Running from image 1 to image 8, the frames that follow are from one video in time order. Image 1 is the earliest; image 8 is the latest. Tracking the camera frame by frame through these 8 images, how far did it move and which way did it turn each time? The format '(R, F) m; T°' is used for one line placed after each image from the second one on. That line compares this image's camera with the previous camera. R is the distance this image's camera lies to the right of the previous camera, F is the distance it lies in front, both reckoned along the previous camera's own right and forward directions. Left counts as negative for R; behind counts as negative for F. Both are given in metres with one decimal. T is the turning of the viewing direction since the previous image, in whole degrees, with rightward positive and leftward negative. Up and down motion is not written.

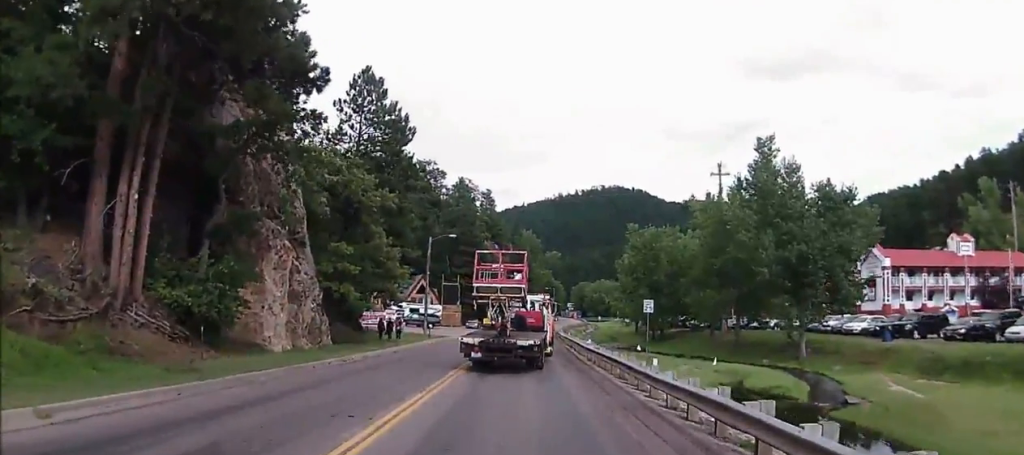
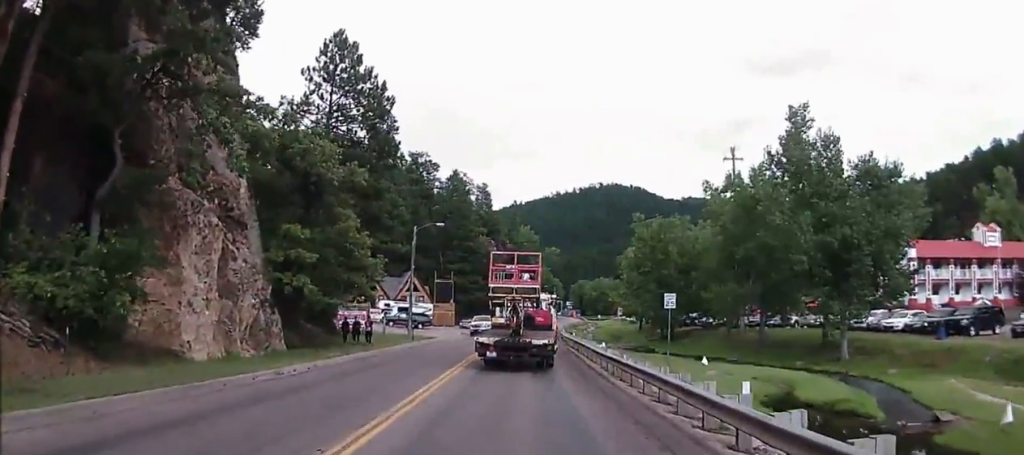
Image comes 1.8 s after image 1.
(+0.3, +7.0) m; -3°
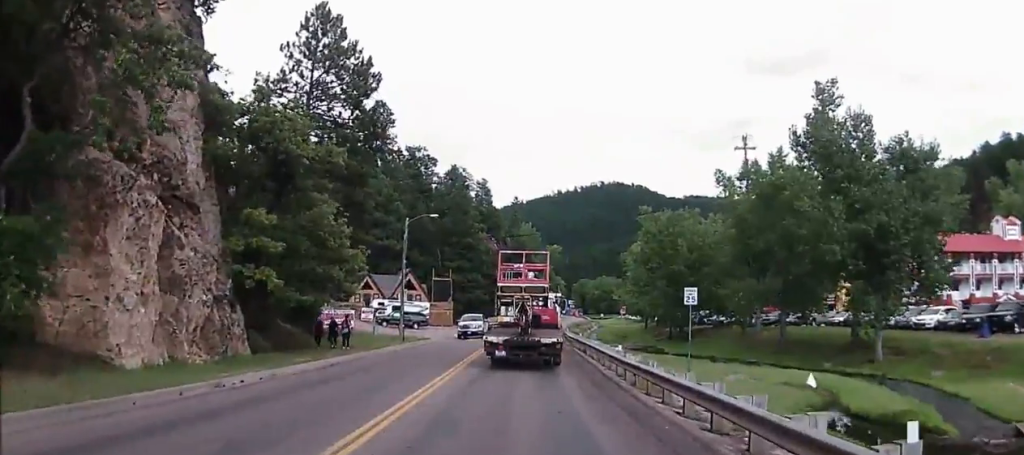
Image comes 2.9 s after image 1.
(-0.2, +4.4) m; +2°
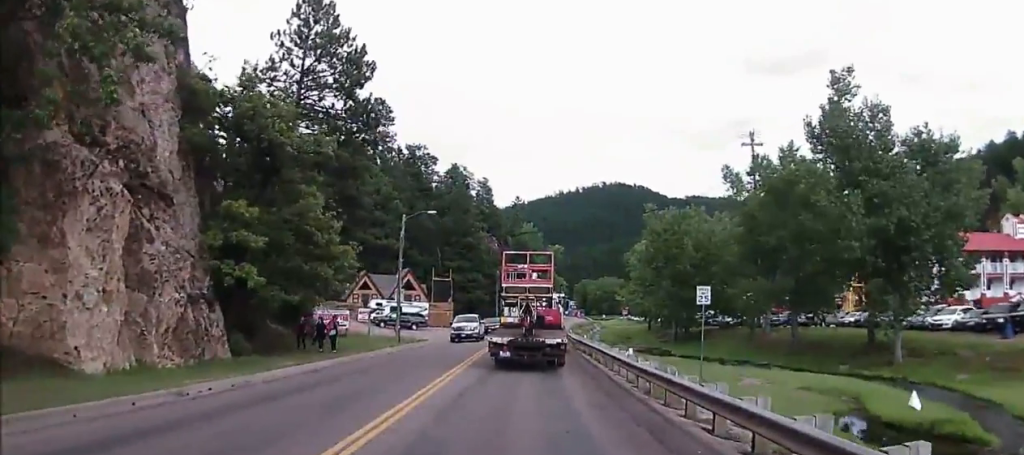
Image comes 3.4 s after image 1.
(+0.2, +2.1) m; +4°
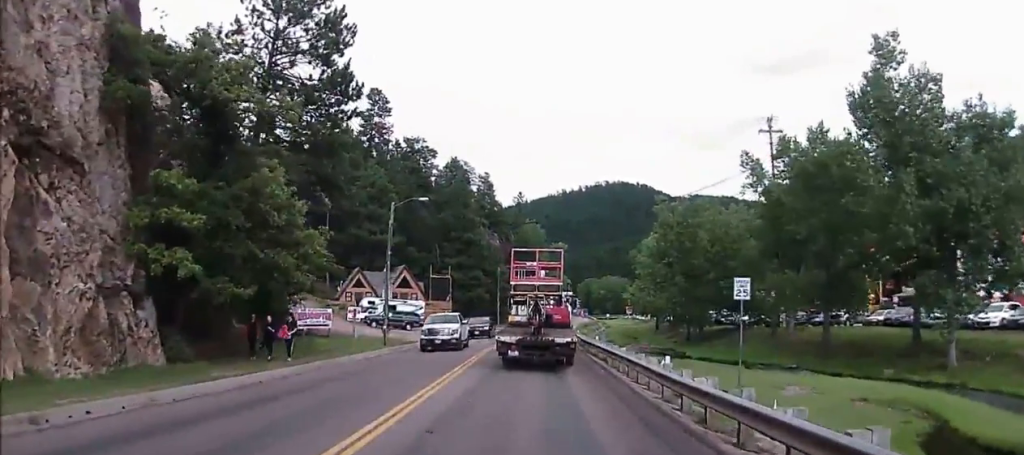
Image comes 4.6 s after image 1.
(+0.1, +5.0) m; +2°
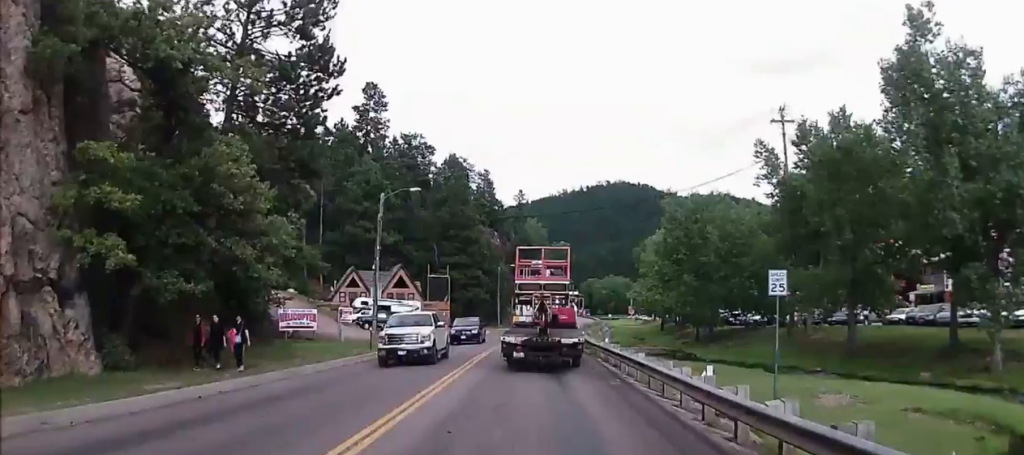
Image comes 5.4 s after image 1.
(0.0, +3.5) m; 0°
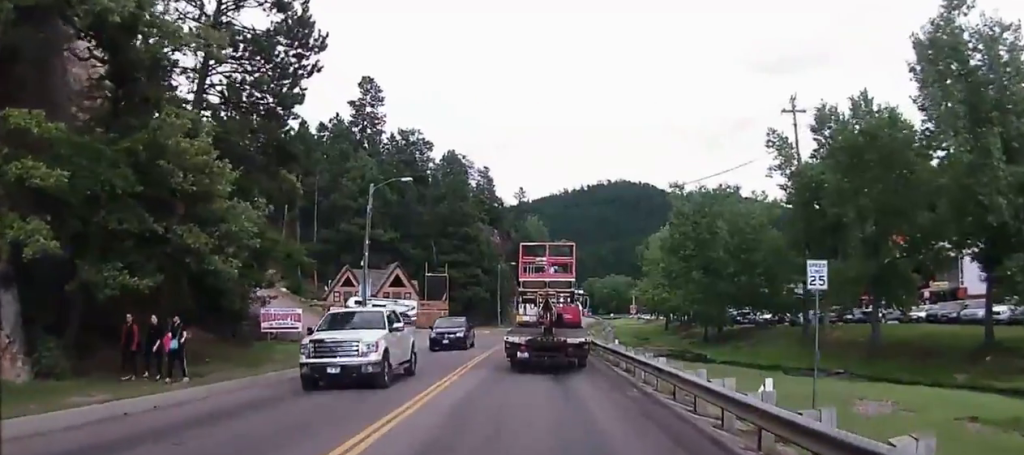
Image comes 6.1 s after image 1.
(0.0, +2.9) m; 0°
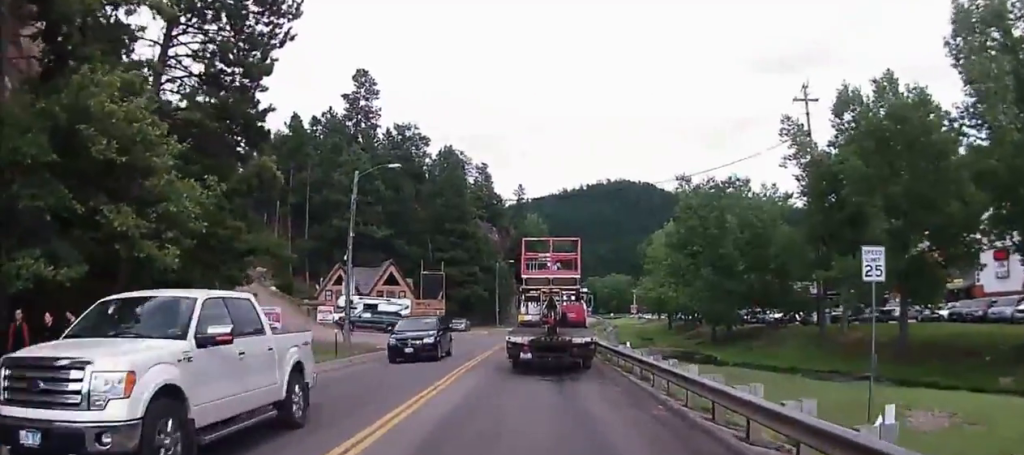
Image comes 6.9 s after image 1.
(0.0, +3.2) m; -2°
